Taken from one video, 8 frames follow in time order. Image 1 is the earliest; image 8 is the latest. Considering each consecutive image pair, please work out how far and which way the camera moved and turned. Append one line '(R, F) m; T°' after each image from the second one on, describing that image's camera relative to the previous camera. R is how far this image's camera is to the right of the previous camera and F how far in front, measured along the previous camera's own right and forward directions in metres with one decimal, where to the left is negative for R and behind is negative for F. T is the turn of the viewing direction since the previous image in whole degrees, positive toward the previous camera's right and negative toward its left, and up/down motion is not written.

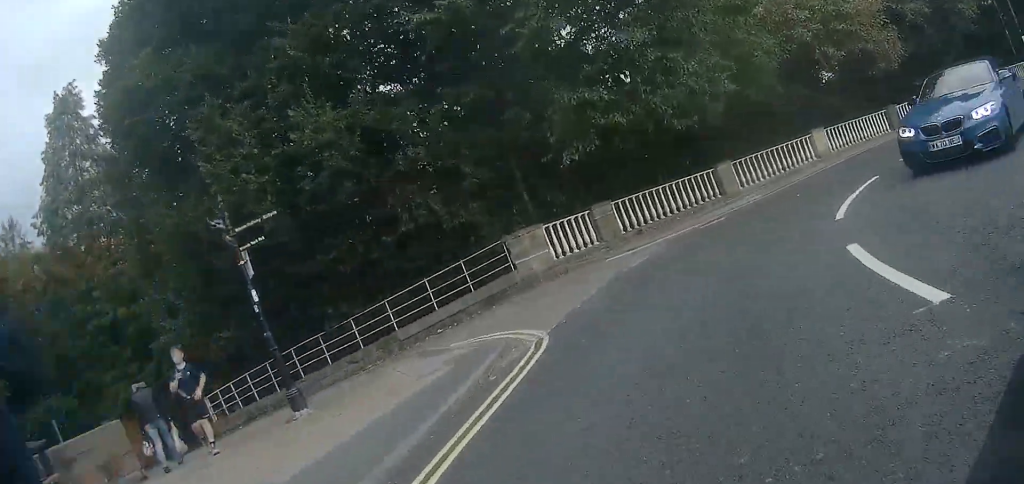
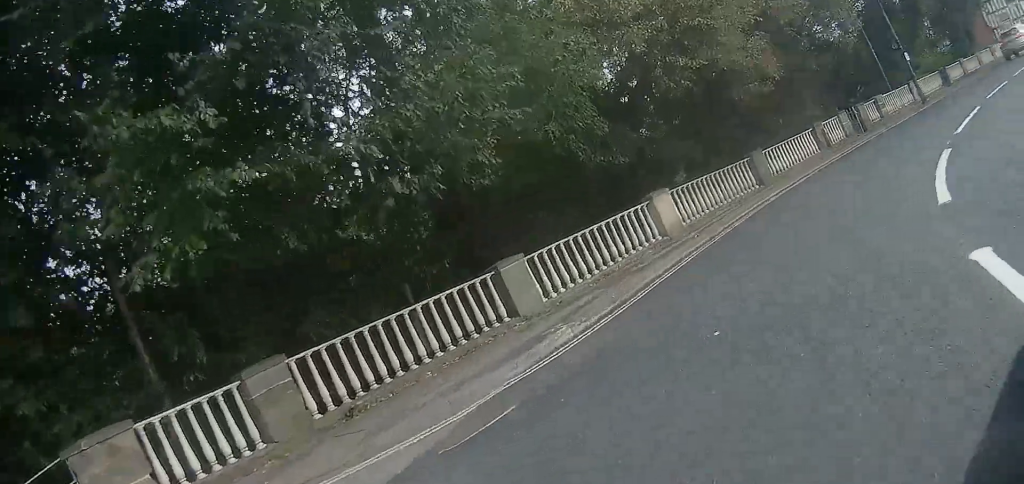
(+1.5, +7.6) m; +27°
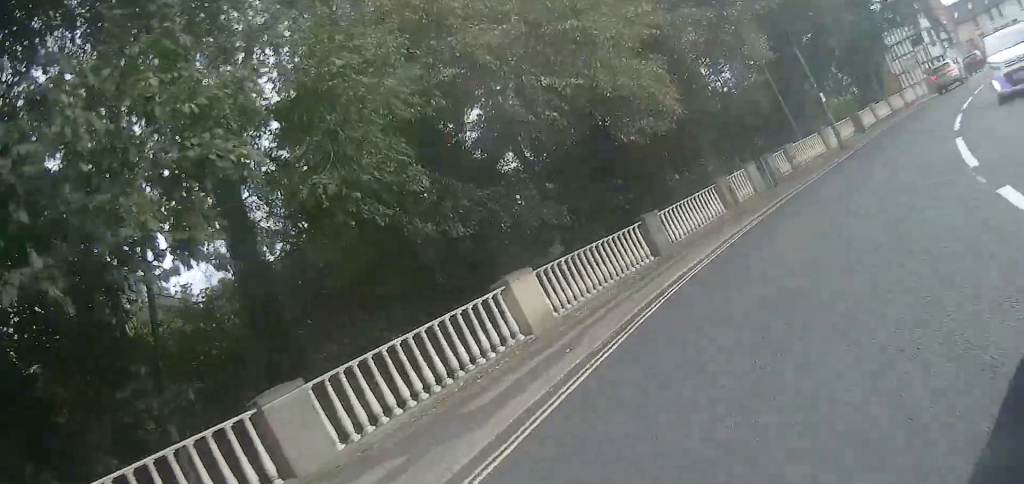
(+0.3, +3.9) m; +15°
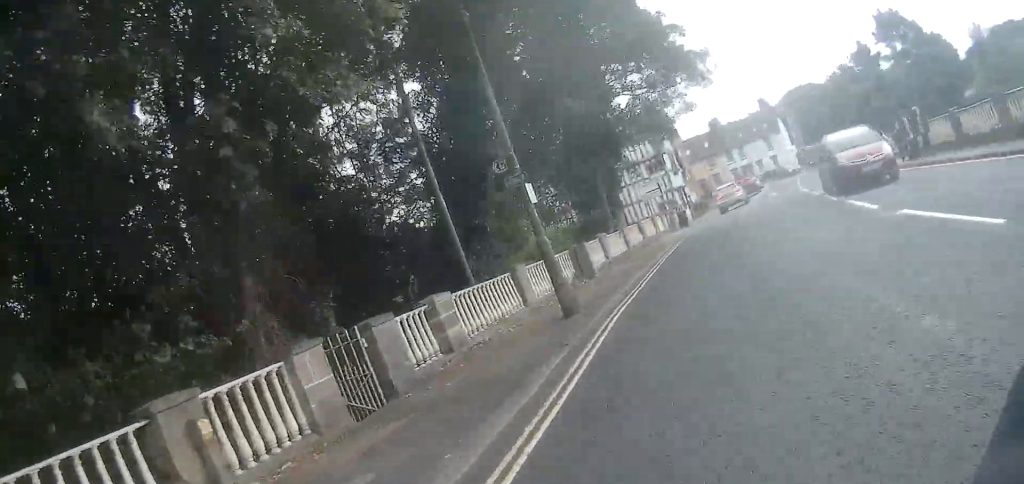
(+2.6, +14.0) m; +17°
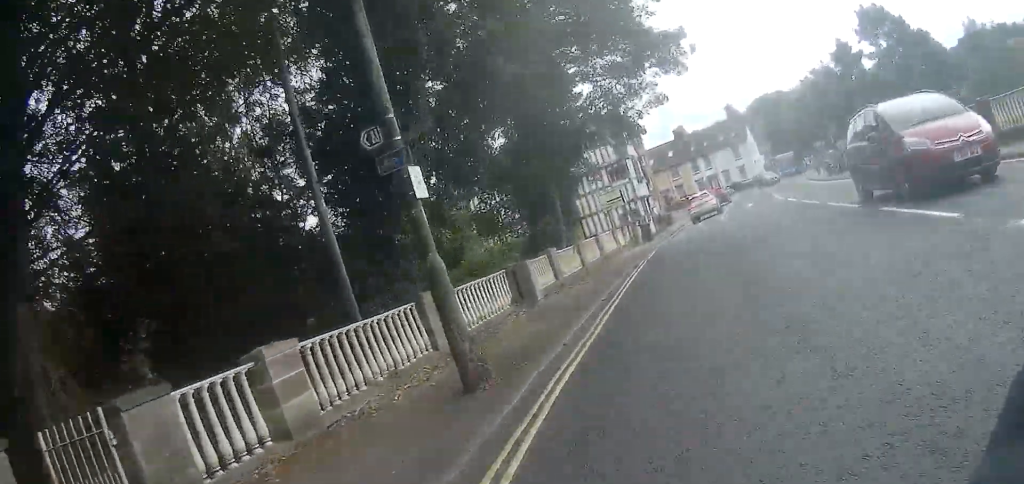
(+0.2, +4.2) m; +4°
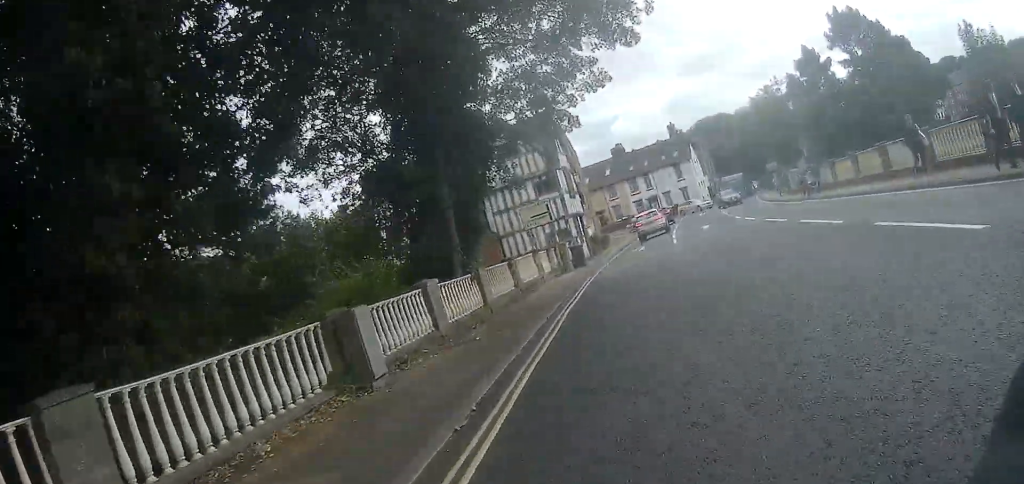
(+0.7, +6.9) m; +6°
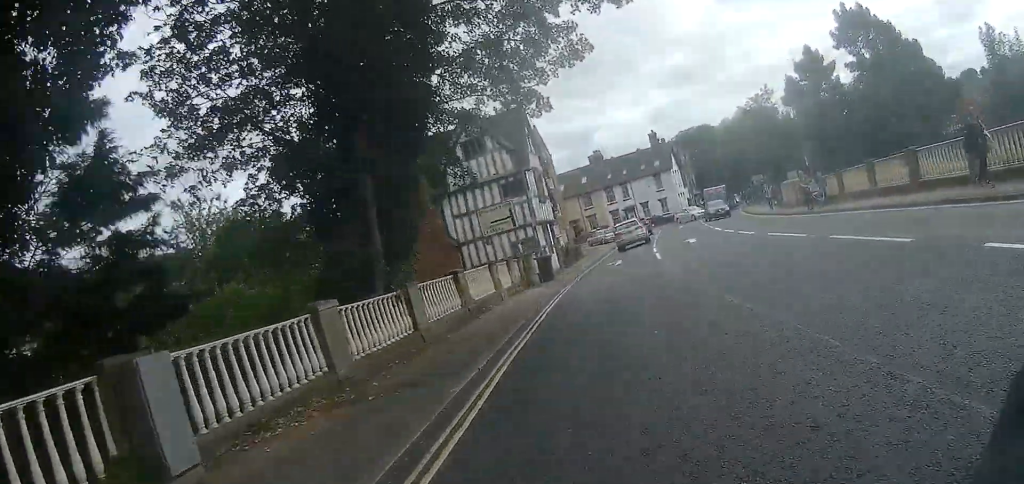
(0.0, +4.0) m; +1°
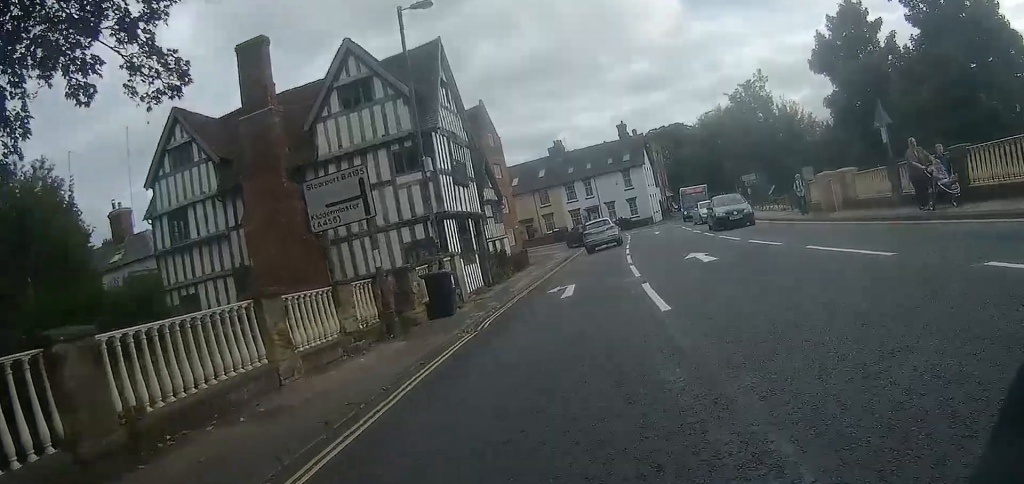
(+0.4, +11.8) m; +4°
